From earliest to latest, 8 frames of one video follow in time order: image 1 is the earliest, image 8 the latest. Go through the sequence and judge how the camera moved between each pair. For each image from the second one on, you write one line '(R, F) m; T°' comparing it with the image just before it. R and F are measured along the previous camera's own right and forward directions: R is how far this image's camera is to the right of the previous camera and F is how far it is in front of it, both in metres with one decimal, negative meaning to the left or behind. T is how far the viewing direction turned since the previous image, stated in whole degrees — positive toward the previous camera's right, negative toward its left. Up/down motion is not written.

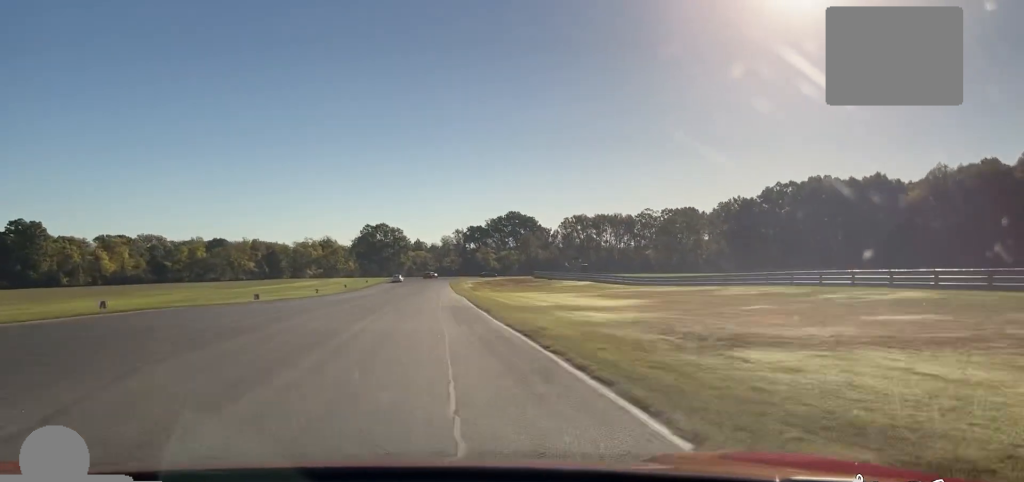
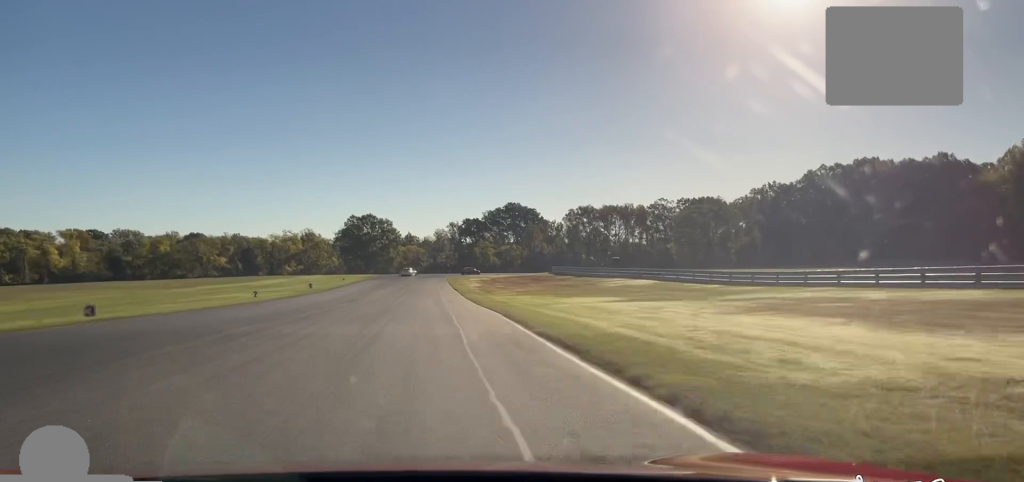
(0.0, +30.1) m; 0°
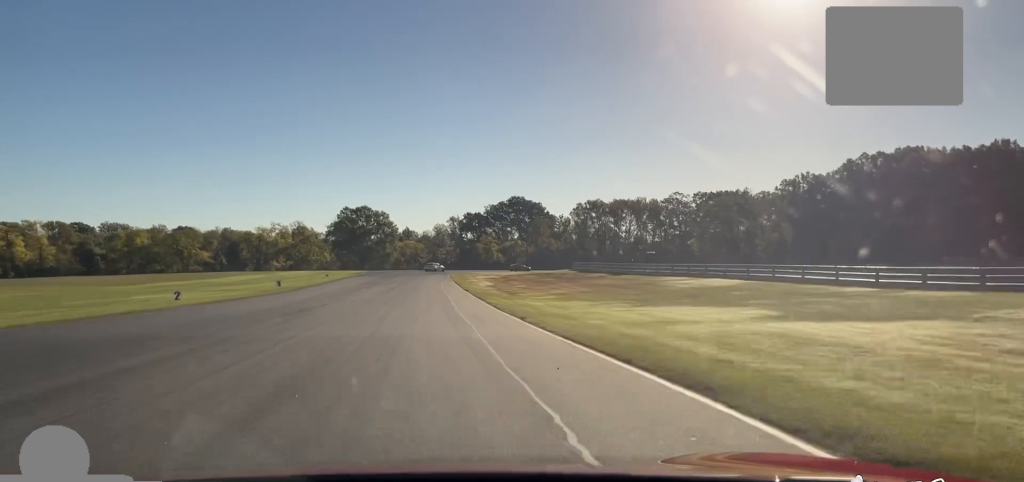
(-0.1, +21.8) m; 0°
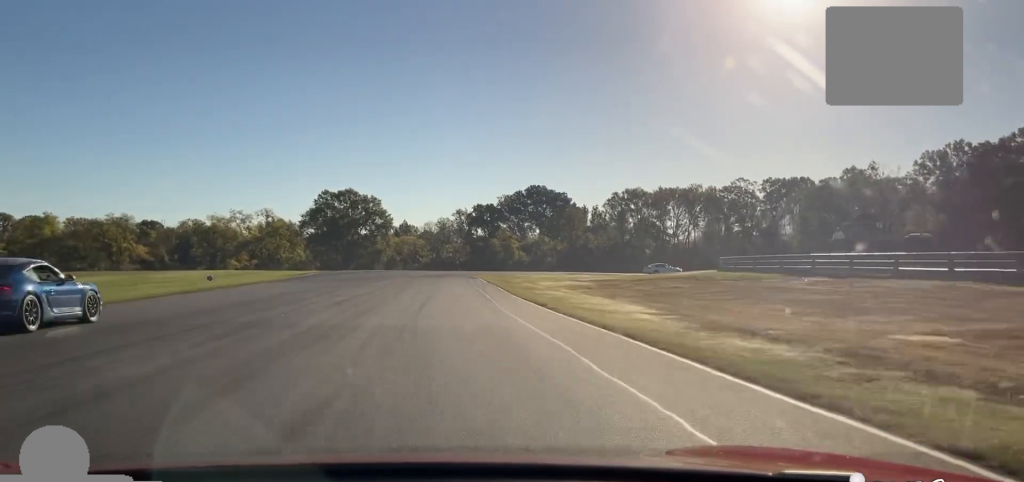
(+0.6, +57.0) m; 0°
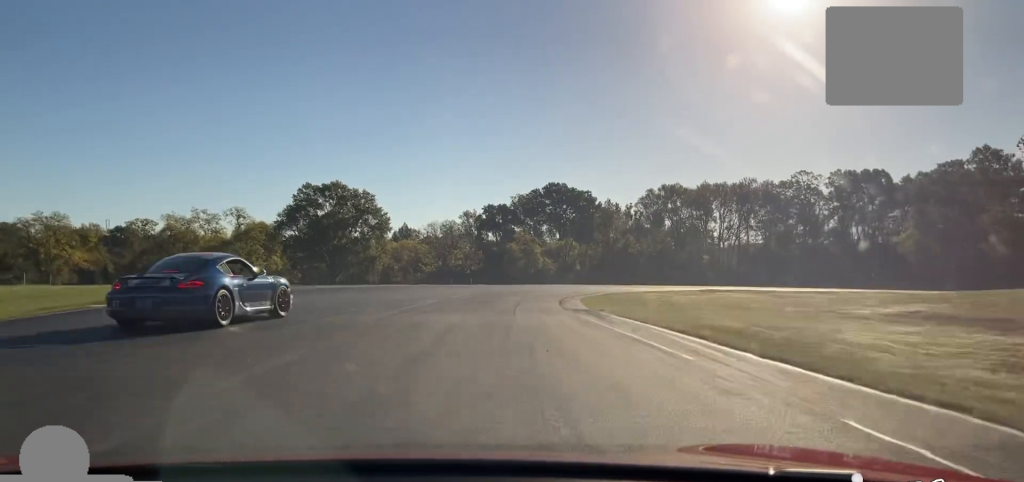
(+0.1, +34.7) m; +2°
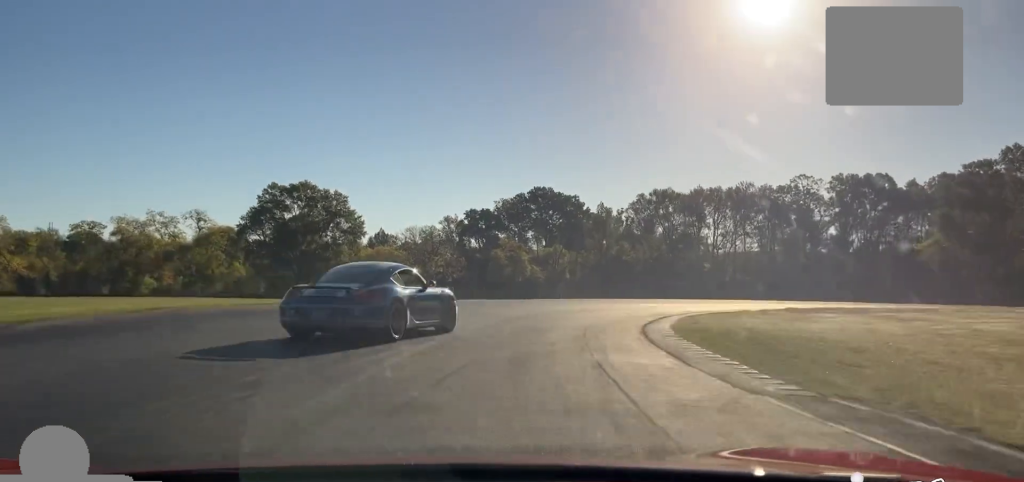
(+0.3, +11.8) m; +5°
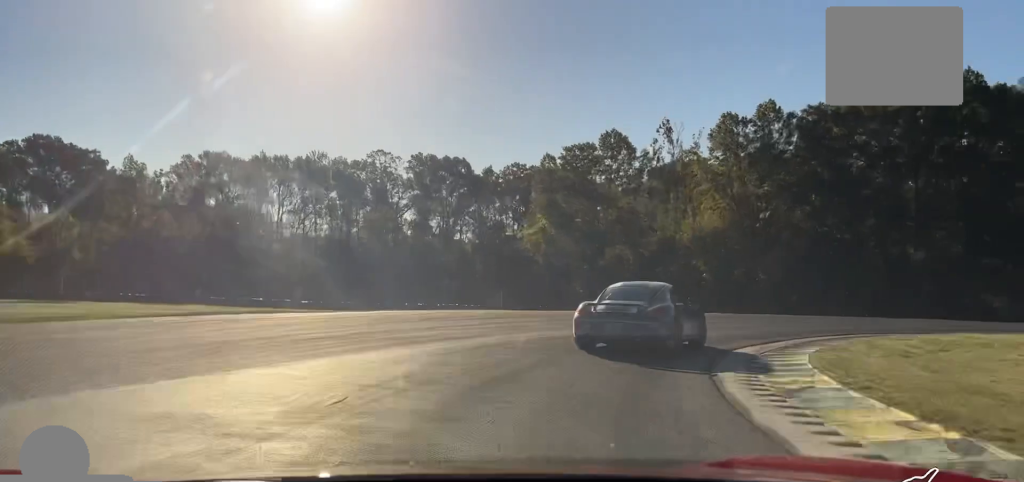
(+4.2, +26.7) m; +30°
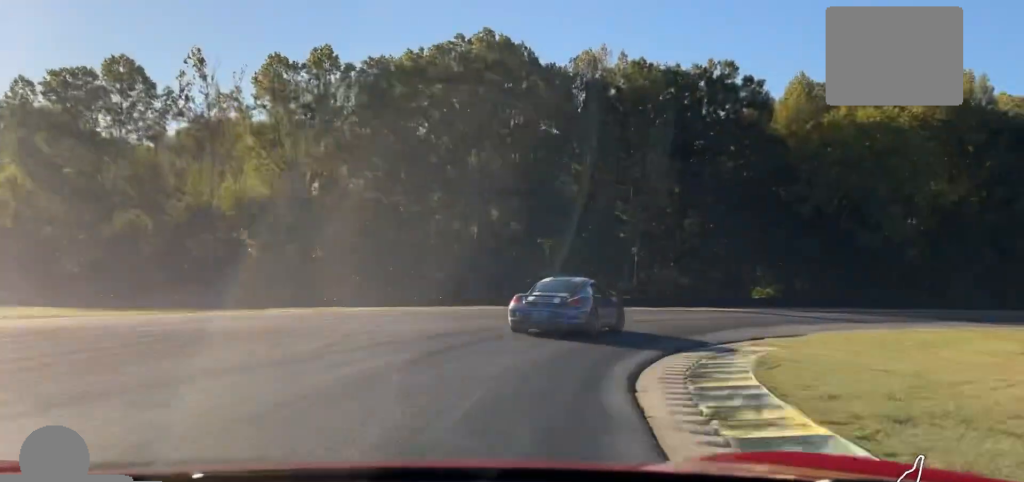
(+4.4, +14.3) m; +26°
